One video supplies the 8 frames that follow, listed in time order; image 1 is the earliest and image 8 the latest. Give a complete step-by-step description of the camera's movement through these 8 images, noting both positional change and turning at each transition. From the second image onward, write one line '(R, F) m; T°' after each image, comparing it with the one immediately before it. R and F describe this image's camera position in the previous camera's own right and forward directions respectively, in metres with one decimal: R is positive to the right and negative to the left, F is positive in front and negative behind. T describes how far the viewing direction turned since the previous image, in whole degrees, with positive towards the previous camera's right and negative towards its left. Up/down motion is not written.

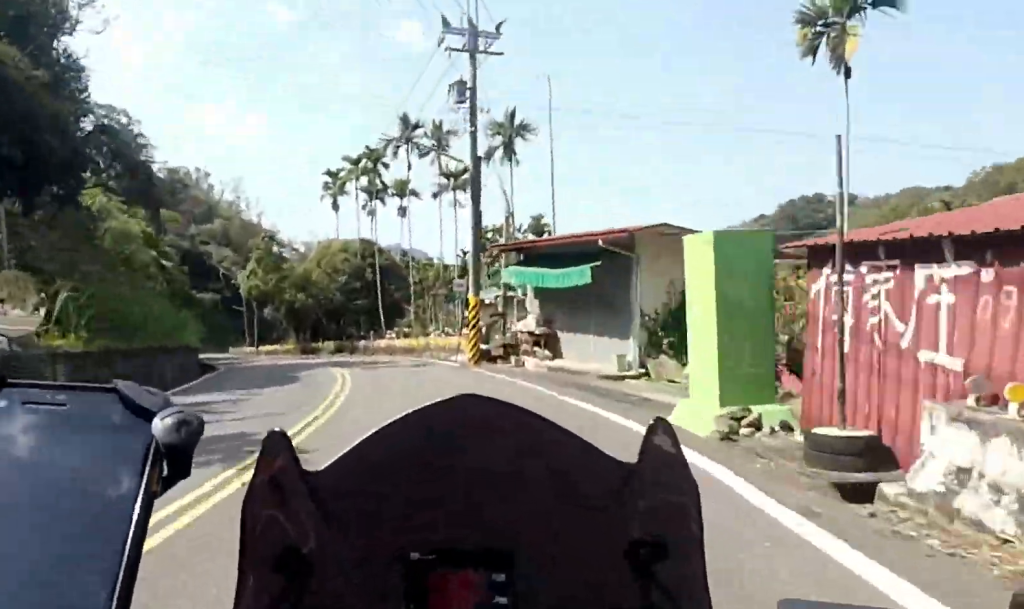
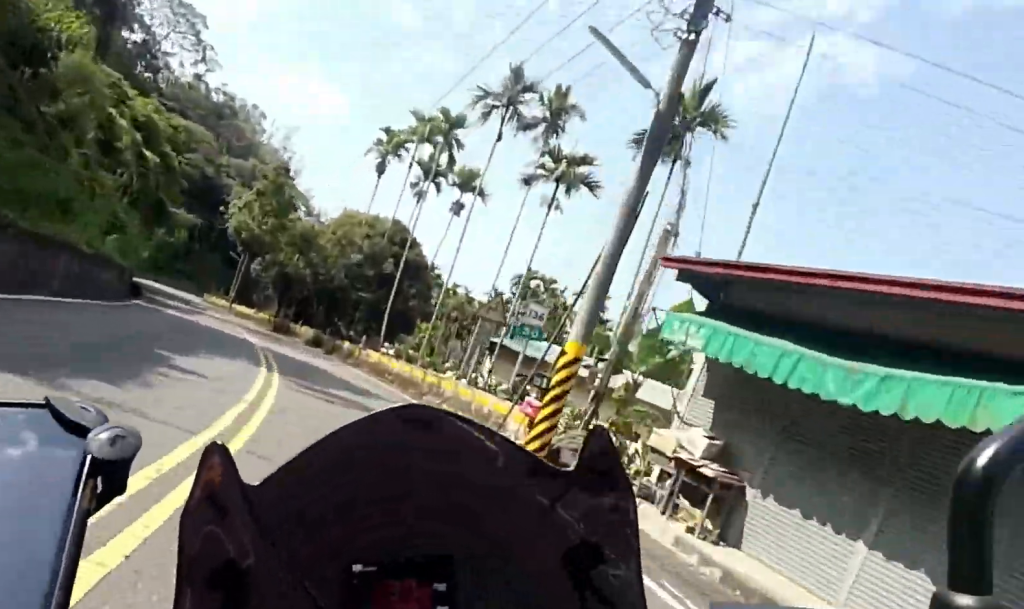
(0.0, +9.2) m; -1°
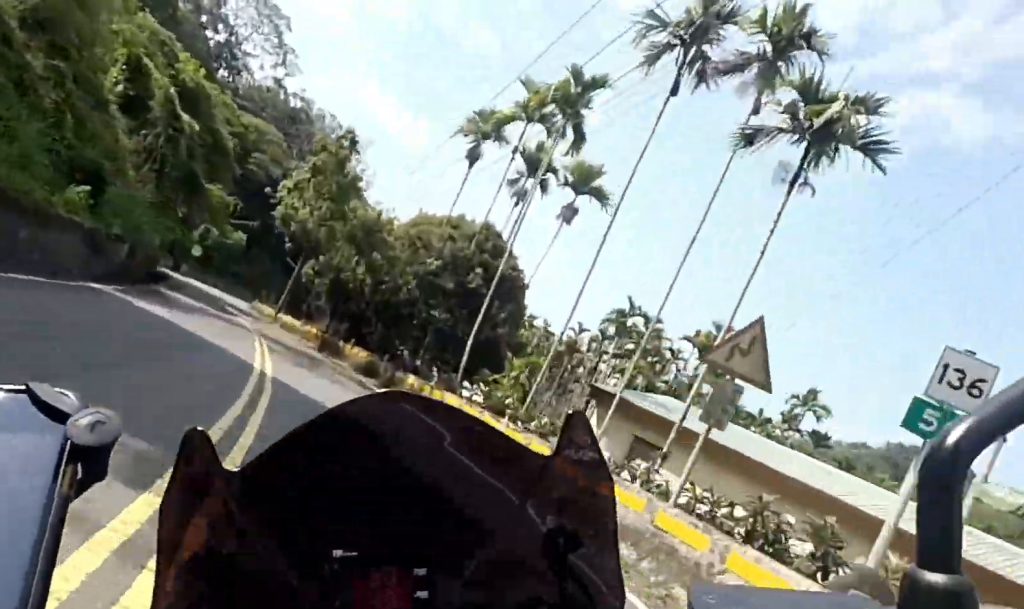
(0.0, +7.2) m; -3°
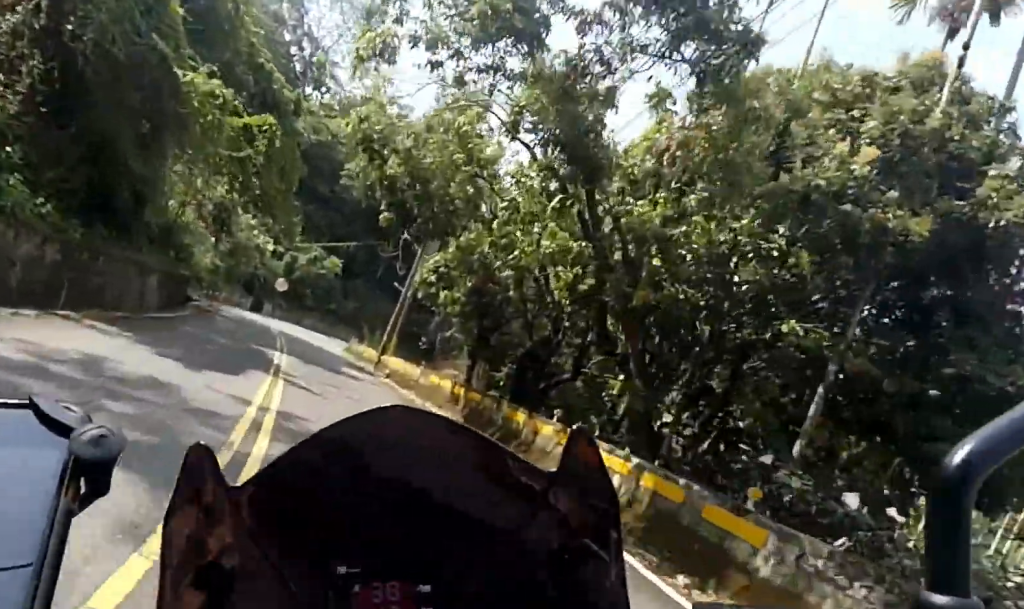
(-0.7, +13.6) m; -6°
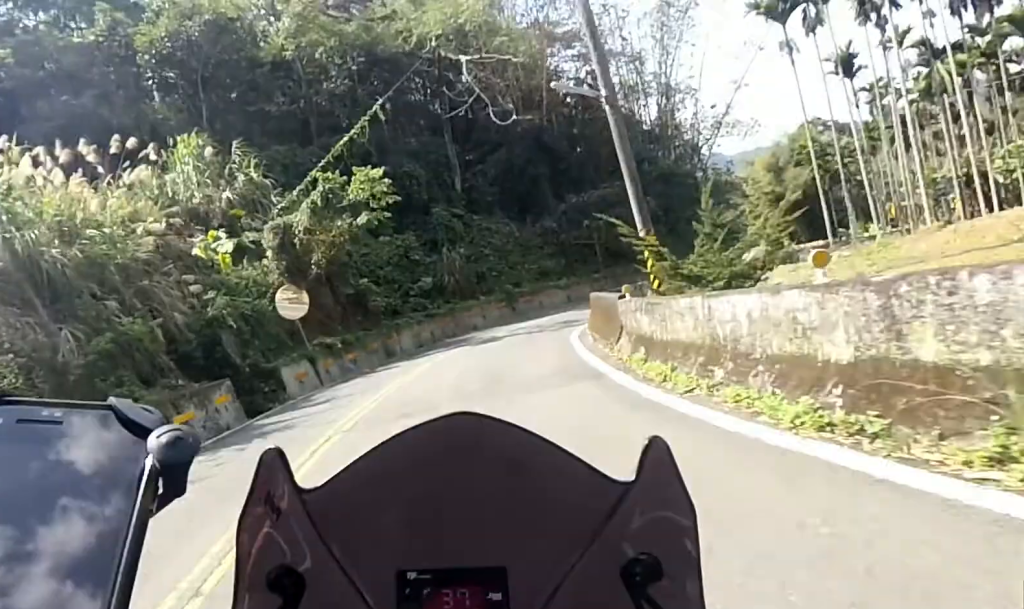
(-0.3, +27.1) m; +16°
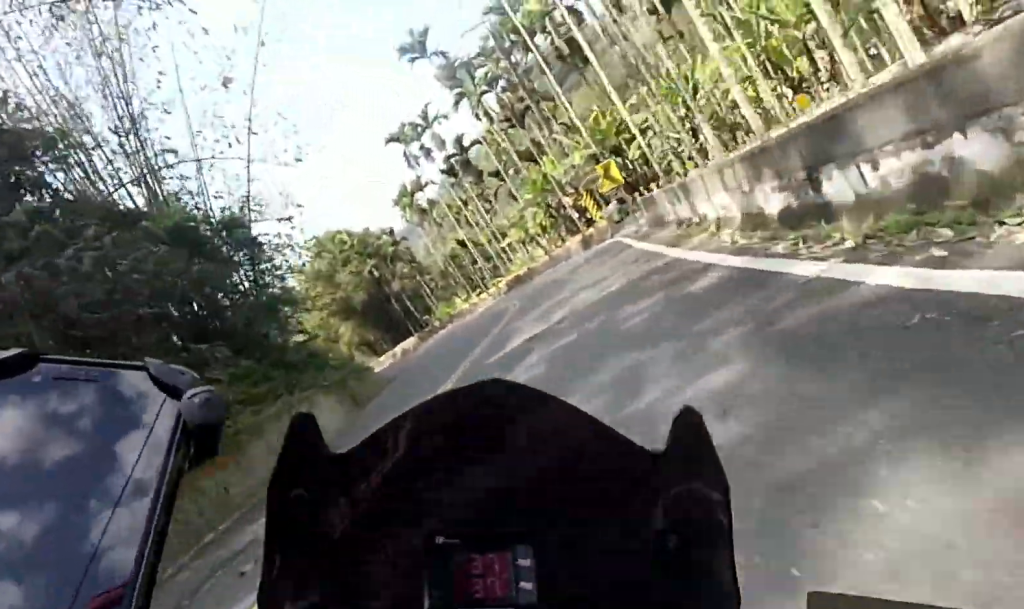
(+9.9, +21.4) m; +32°
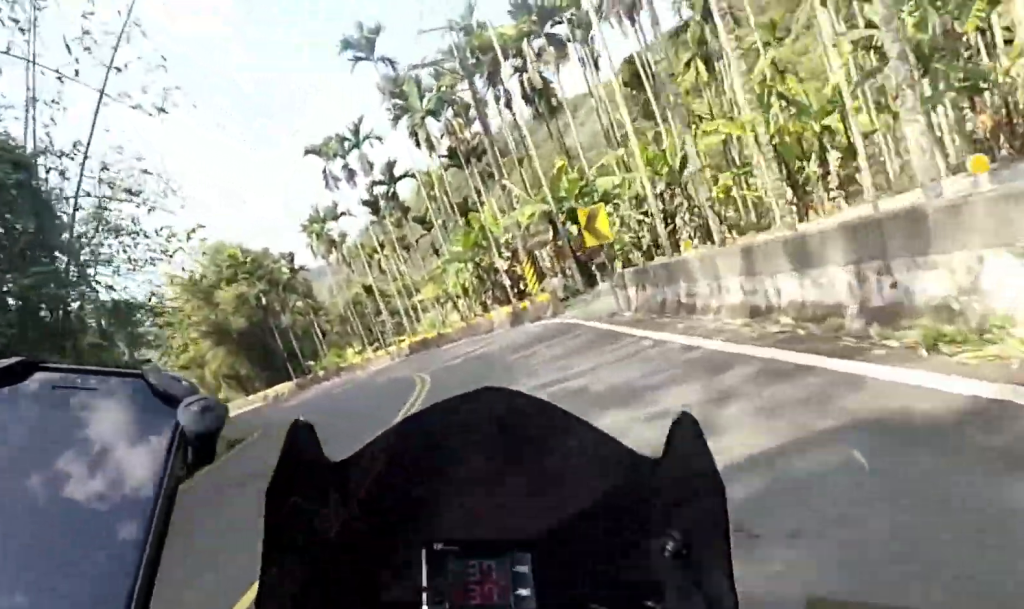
(+0.3, +5.9) m; -6°
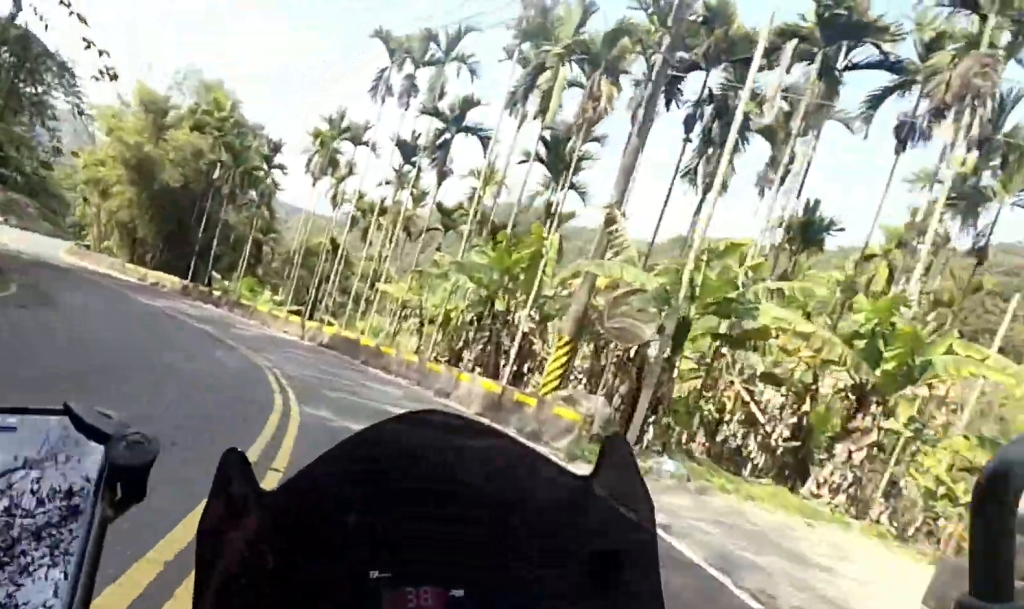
(-1.0, +8.7) m; -7°
